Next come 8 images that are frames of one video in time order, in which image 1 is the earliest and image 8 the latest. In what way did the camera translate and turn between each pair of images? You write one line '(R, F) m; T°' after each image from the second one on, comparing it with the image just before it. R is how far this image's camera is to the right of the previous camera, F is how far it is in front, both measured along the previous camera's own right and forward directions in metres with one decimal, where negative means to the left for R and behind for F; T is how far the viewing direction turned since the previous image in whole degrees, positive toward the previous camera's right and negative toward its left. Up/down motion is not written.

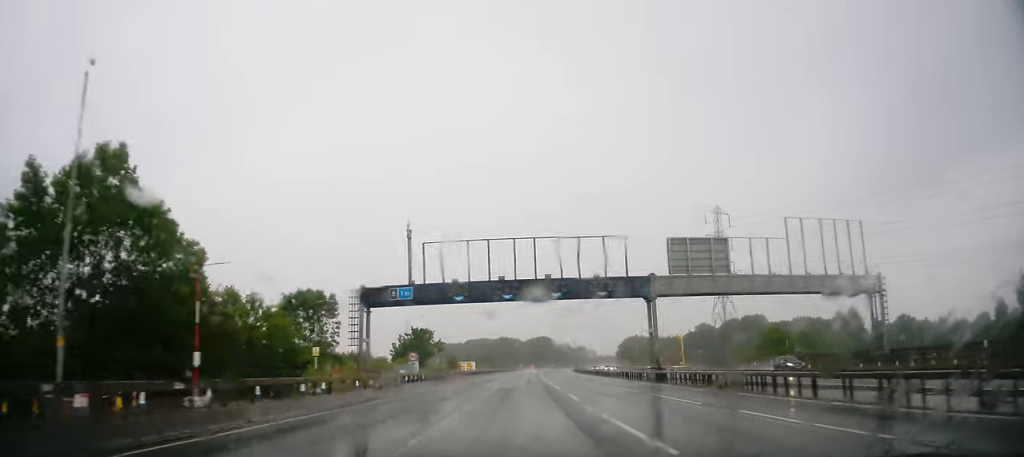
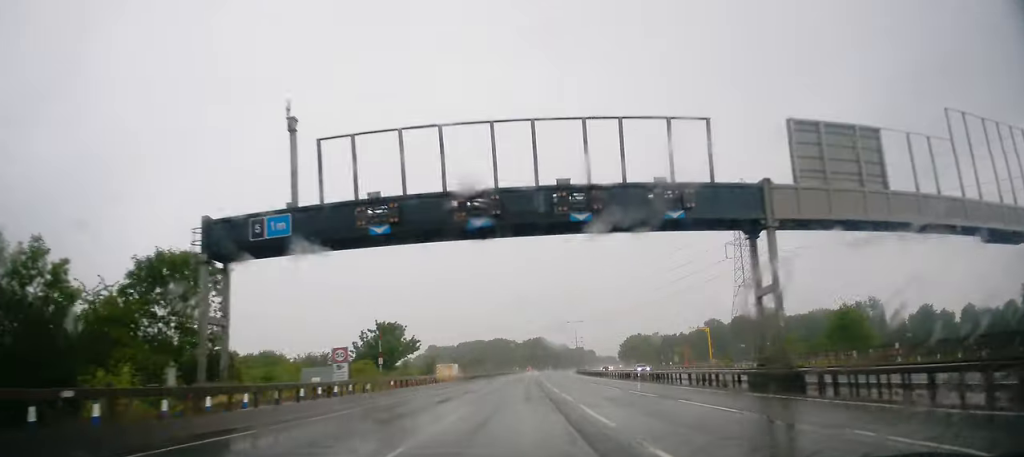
(-0.1, +23.1) m; 0°
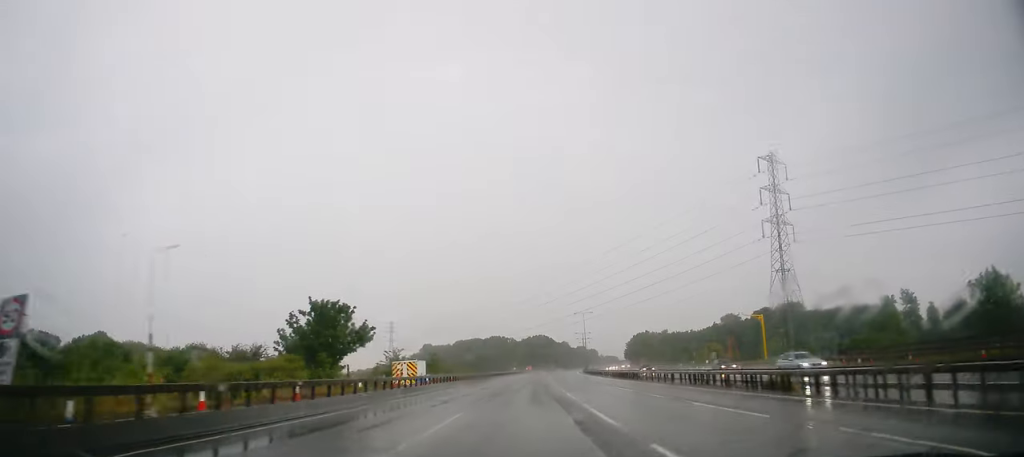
(+0.1, +27.0) m; -1°
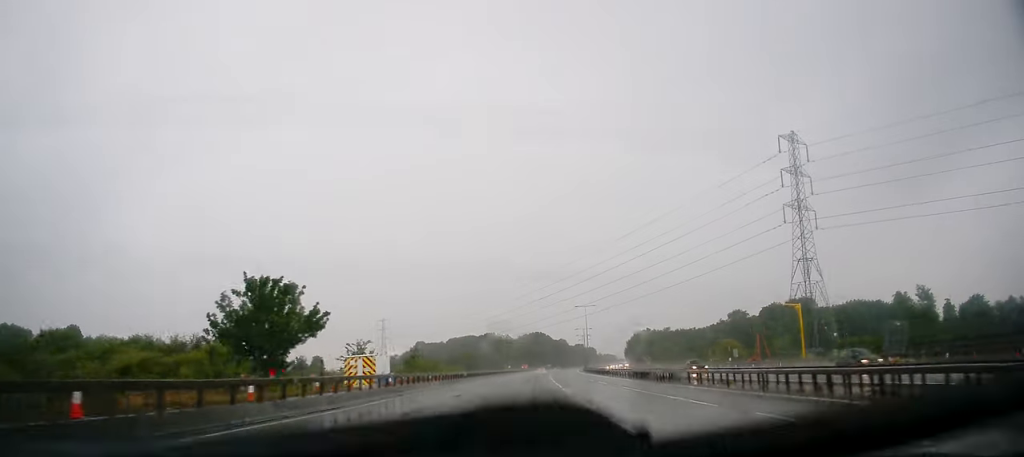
(-0.3, +14.1) m; 0°
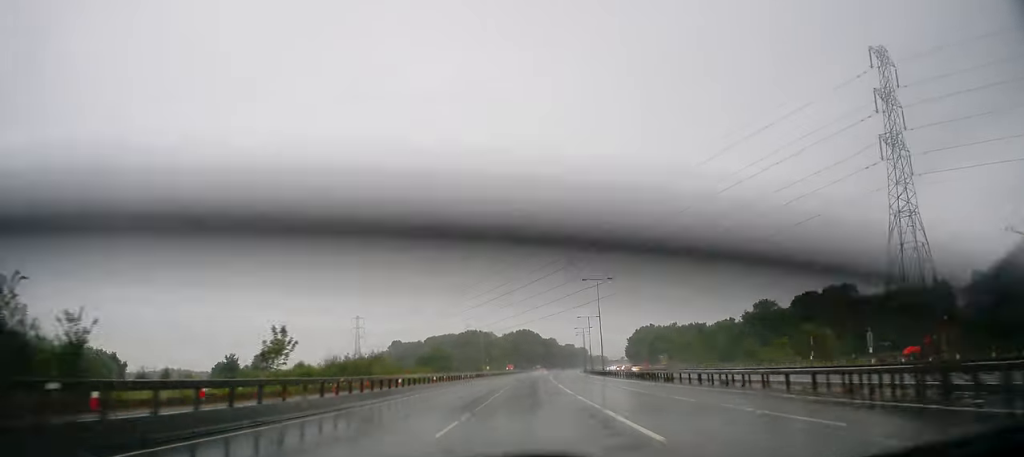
(+0.9, +43.3) m; +2°
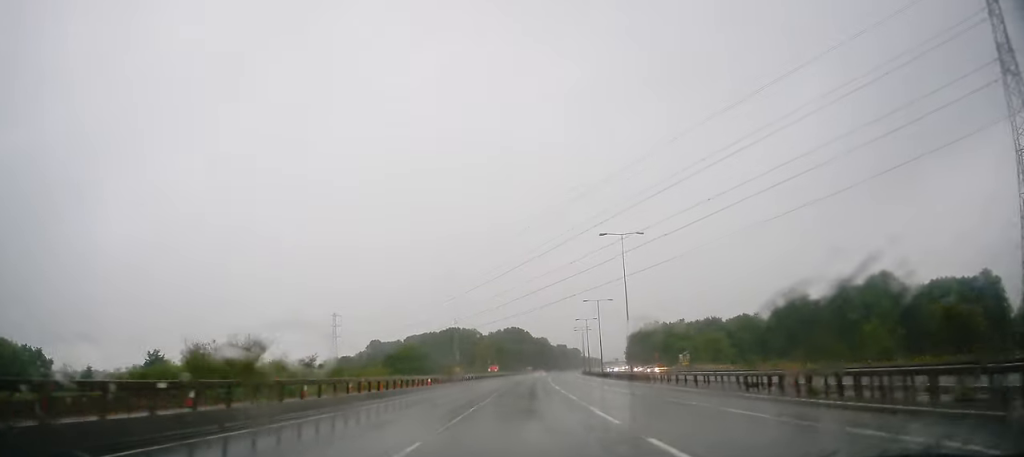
(+0.1, +33.2) m; +2°
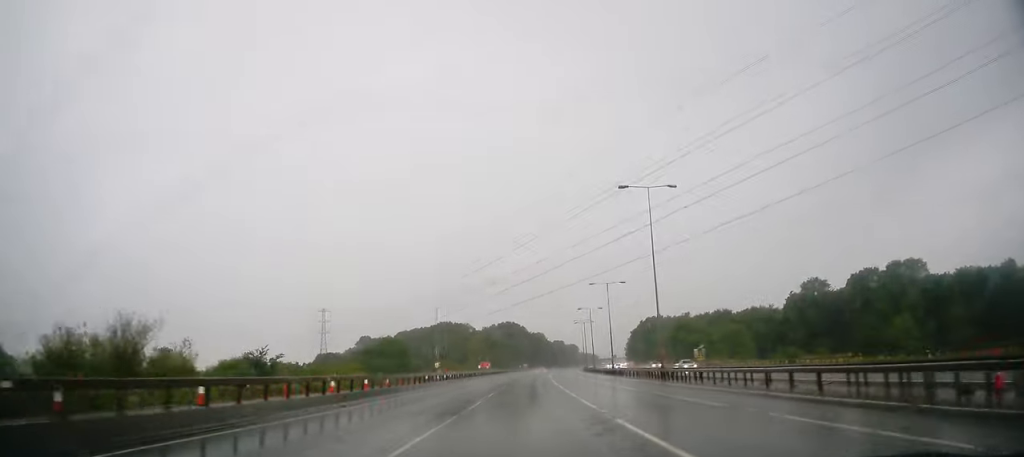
(+0.3, +15.6) m; +1°
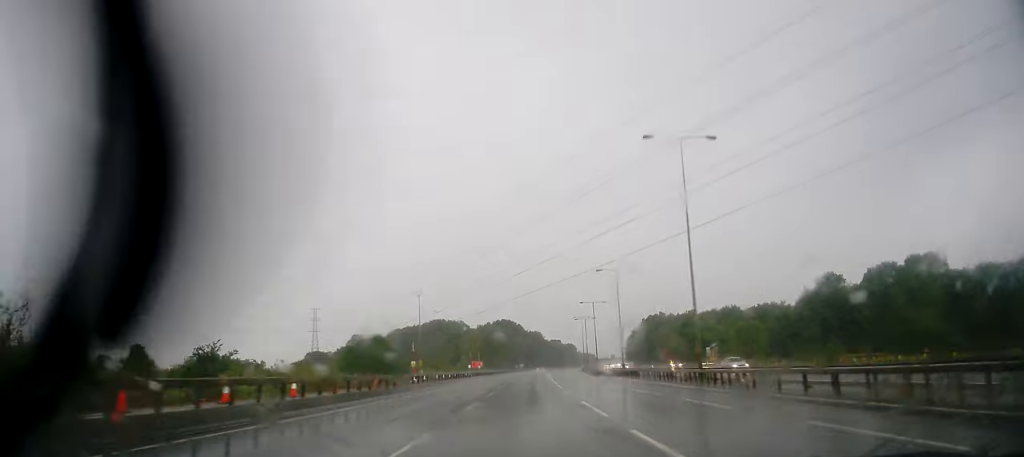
(+0.1, +10.9) m; 0°
